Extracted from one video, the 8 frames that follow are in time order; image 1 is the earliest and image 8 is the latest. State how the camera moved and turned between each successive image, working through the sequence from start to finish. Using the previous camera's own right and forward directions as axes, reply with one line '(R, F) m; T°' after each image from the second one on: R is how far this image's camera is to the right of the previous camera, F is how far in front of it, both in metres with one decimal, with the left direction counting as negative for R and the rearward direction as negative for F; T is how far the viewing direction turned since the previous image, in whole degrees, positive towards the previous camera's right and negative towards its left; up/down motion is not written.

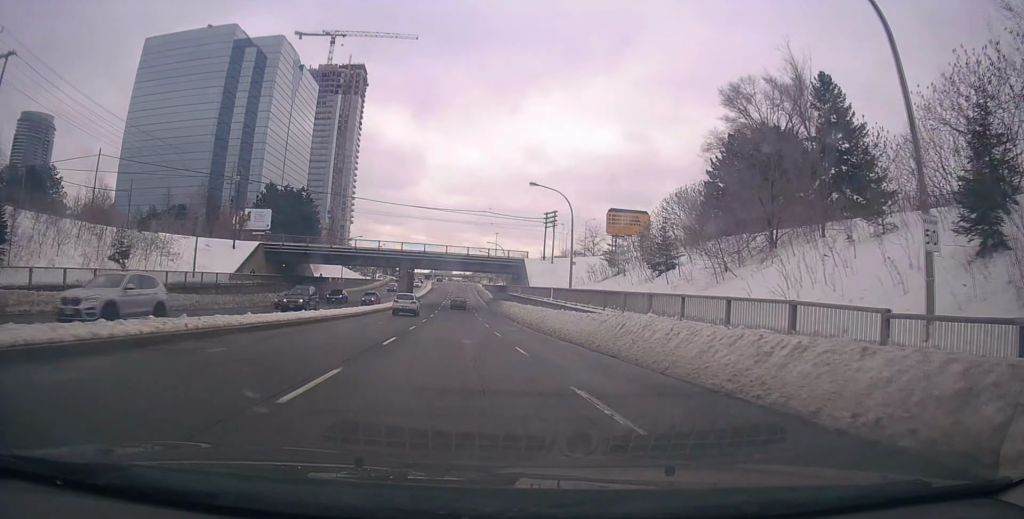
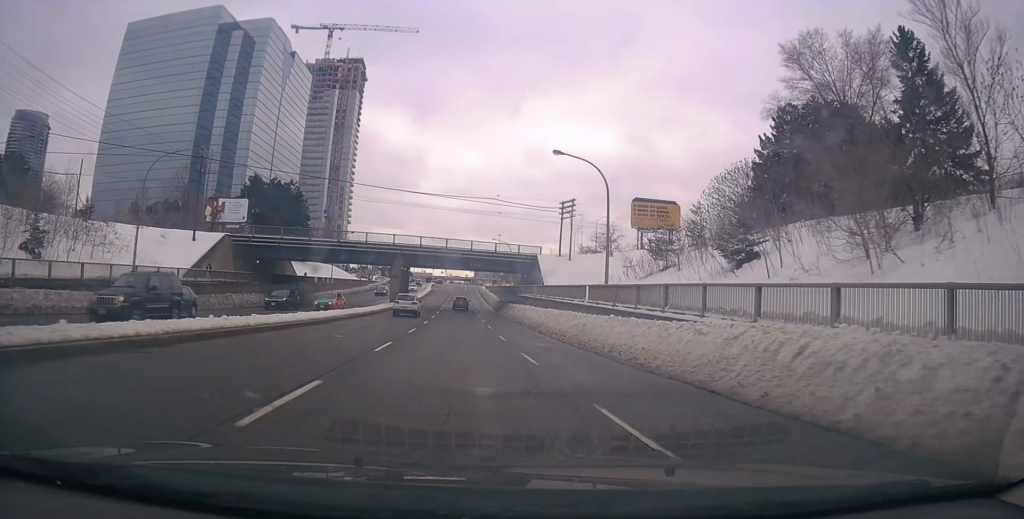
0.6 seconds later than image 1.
(+0.2, +10.6) m; 0°
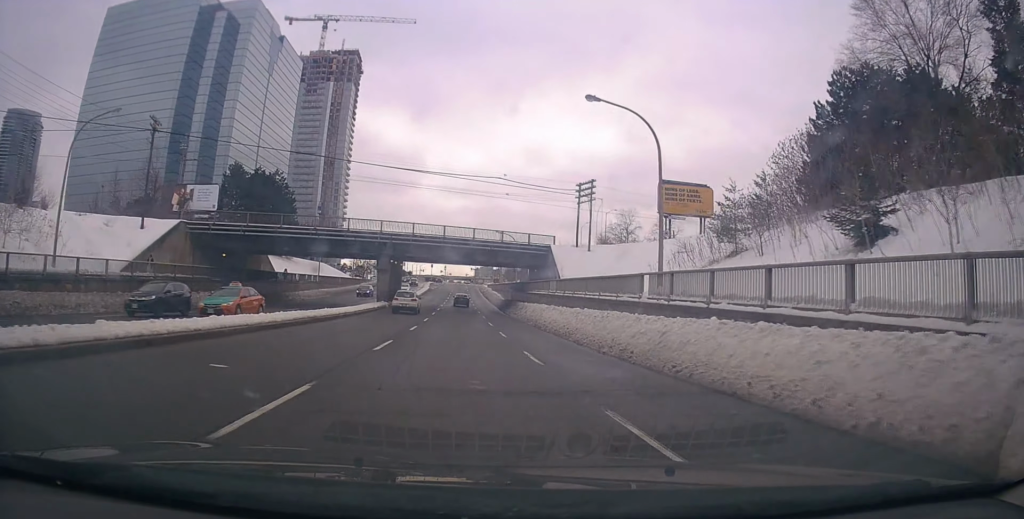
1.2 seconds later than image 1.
(-0.2, +9.3) m; 0°
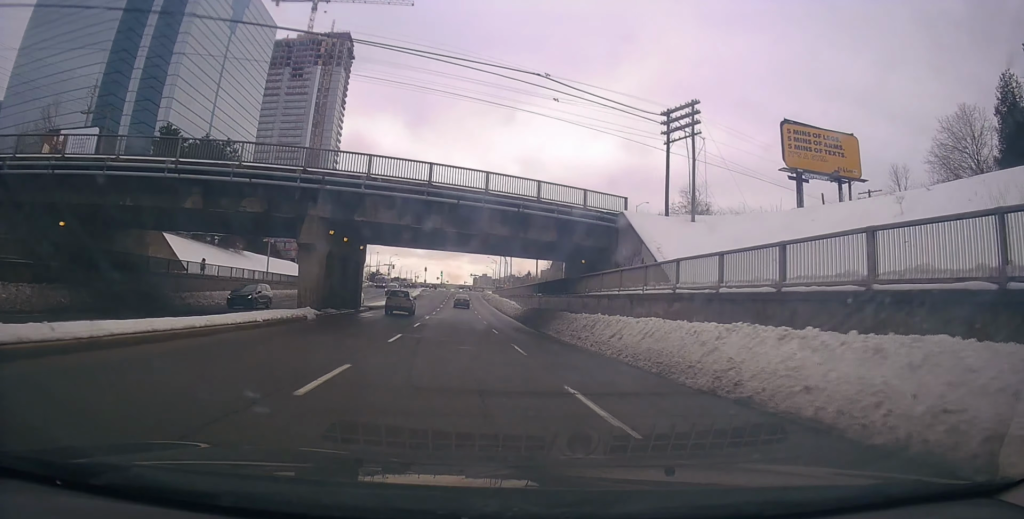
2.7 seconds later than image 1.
(-0.1, +25.0) m; -1°
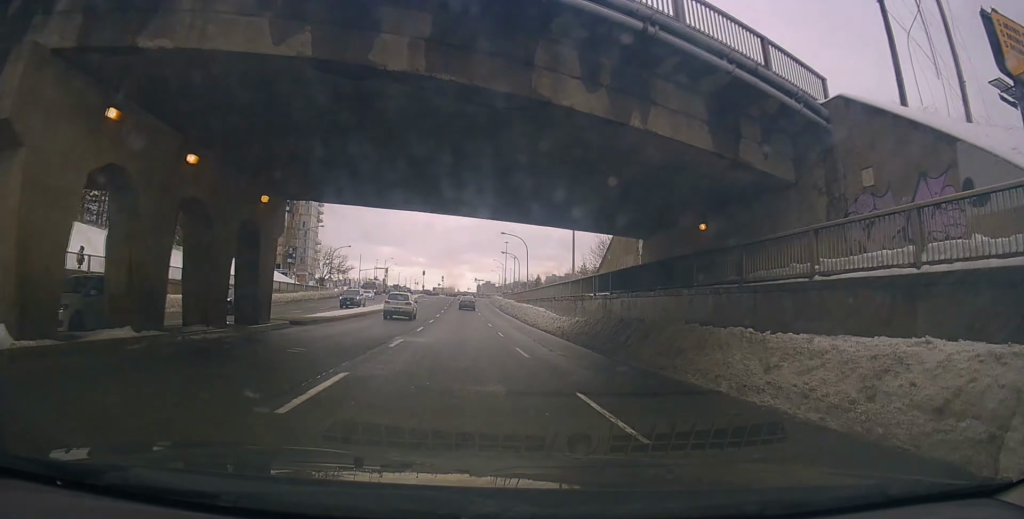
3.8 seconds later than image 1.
(0.0, +19.6) m; +1°
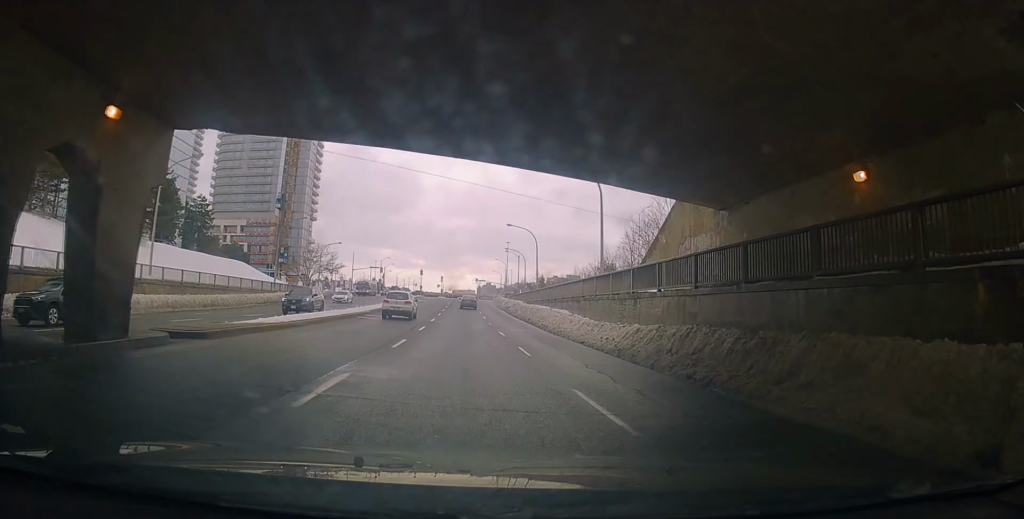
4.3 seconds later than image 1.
(+0.5, +9.0) m; 0°
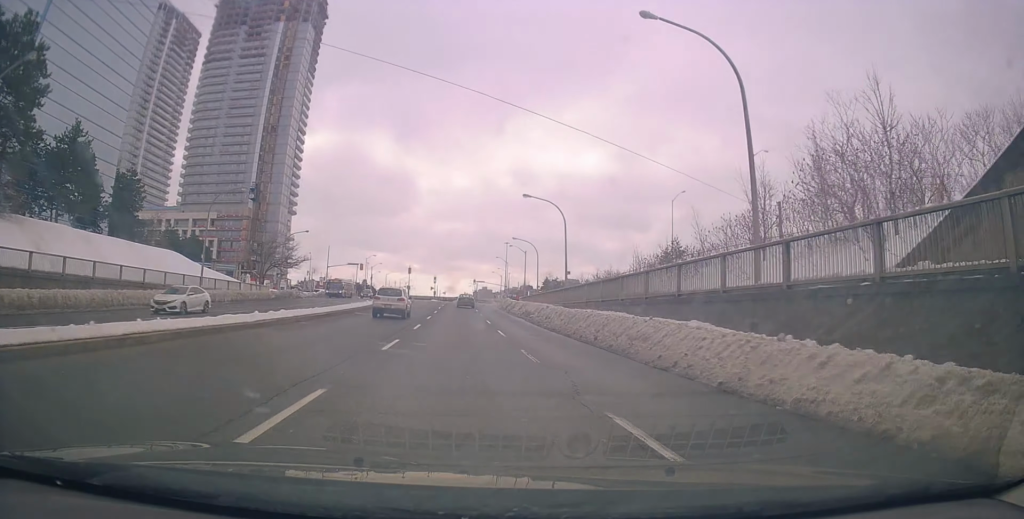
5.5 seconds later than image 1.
(-0.9, +21.0) m; -2°
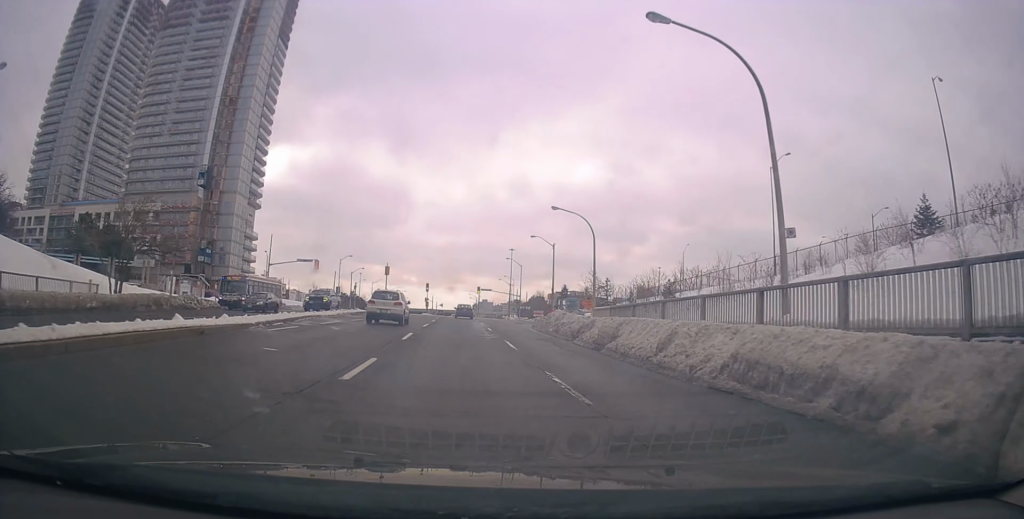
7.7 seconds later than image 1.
(+1.1, +36.8) m; +2°
